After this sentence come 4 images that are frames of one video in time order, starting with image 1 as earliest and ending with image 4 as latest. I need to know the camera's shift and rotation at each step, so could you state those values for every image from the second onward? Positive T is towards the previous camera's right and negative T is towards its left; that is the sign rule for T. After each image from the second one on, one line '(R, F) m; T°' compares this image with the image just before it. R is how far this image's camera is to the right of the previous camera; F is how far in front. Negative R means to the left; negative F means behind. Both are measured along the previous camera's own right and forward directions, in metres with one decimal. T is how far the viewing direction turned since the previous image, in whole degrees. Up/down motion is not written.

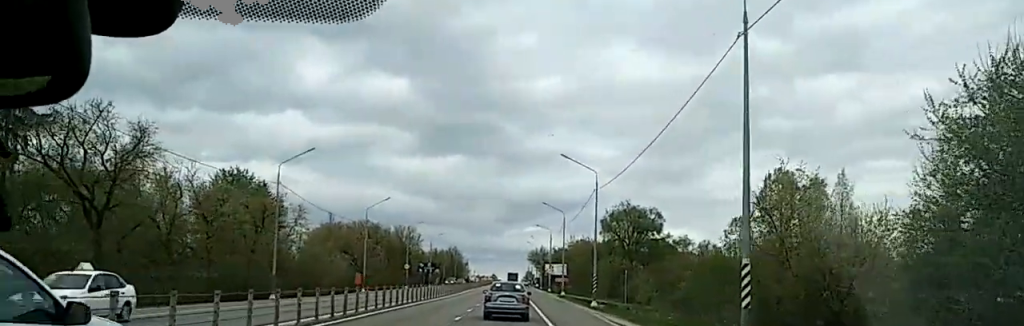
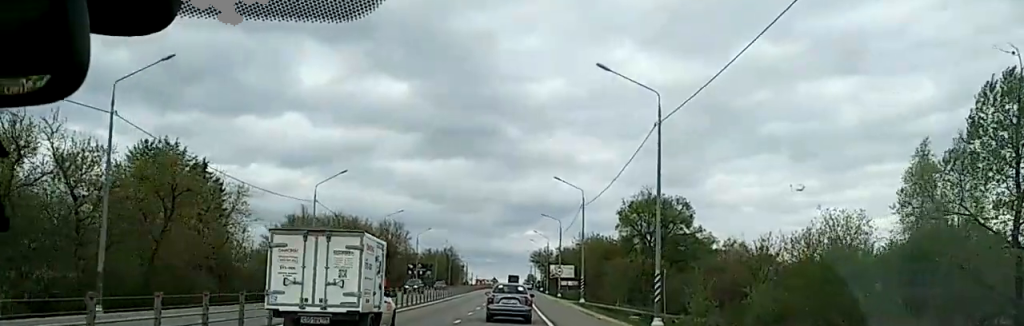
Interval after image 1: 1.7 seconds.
(-0.7, +25.0) m; -2°
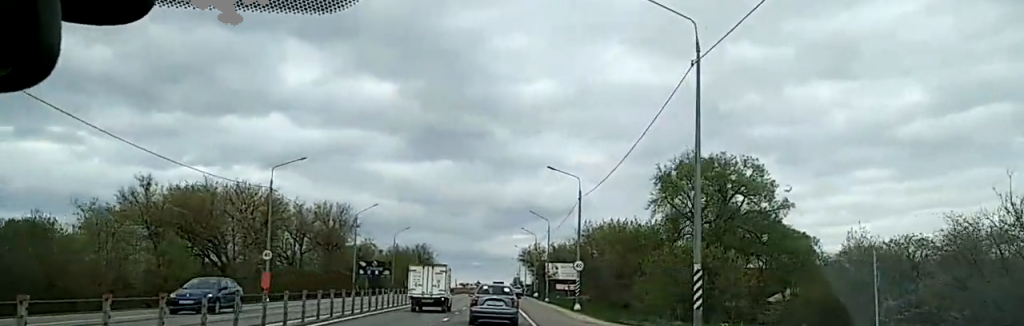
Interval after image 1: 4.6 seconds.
(-0.2, +44.3) m; -1°
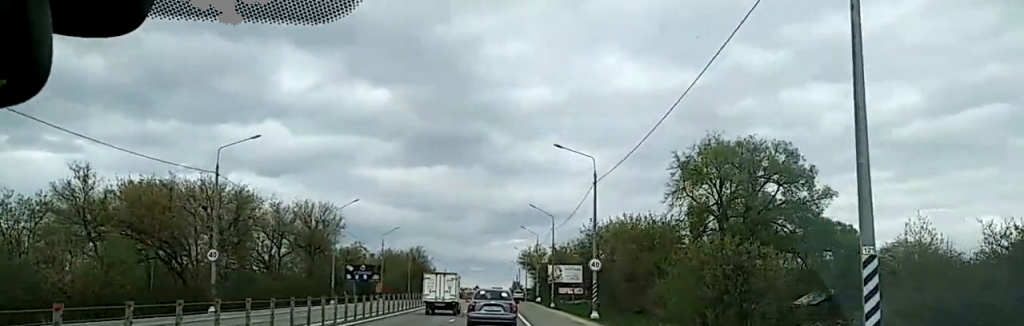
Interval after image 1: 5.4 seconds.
(0.0, +11.3) m; +1°
